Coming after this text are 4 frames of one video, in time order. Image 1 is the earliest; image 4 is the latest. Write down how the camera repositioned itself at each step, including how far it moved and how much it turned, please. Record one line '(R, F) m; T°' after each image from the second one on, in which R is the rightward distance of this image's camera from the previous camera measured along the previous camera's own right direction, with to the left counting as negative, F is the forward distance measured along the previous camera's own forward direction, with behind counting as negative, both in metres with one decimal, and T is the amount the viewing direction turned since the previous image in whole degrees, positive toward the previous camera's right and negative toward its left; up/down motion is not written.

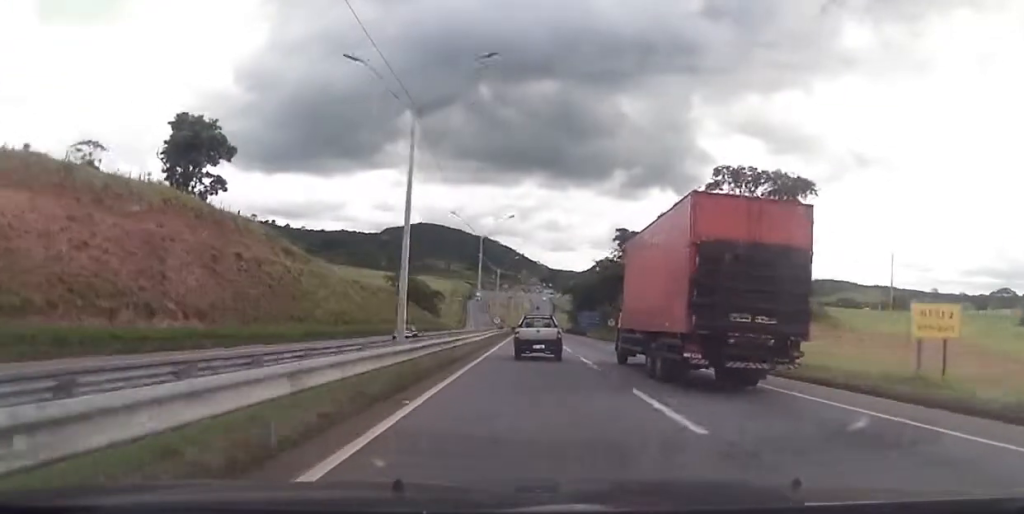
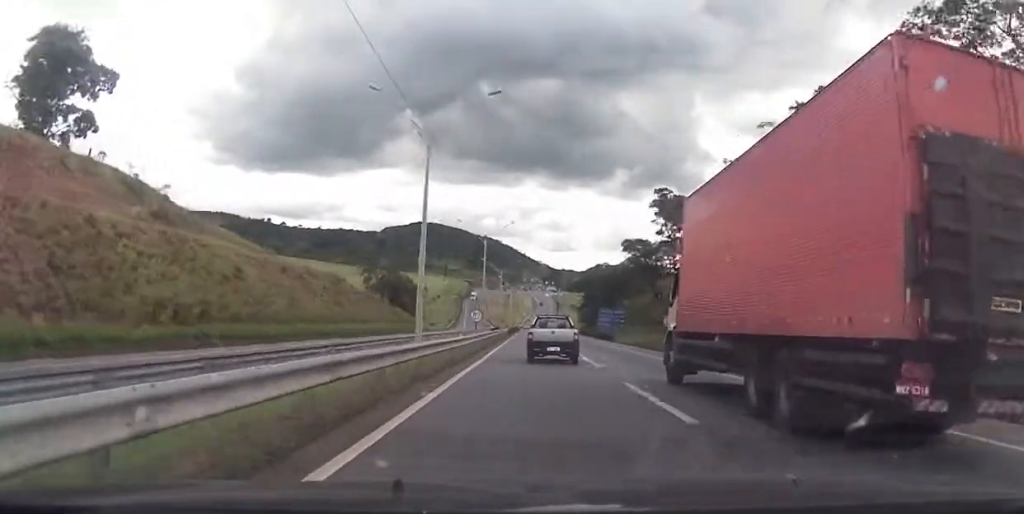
(0.0, +35.1) m; 0°
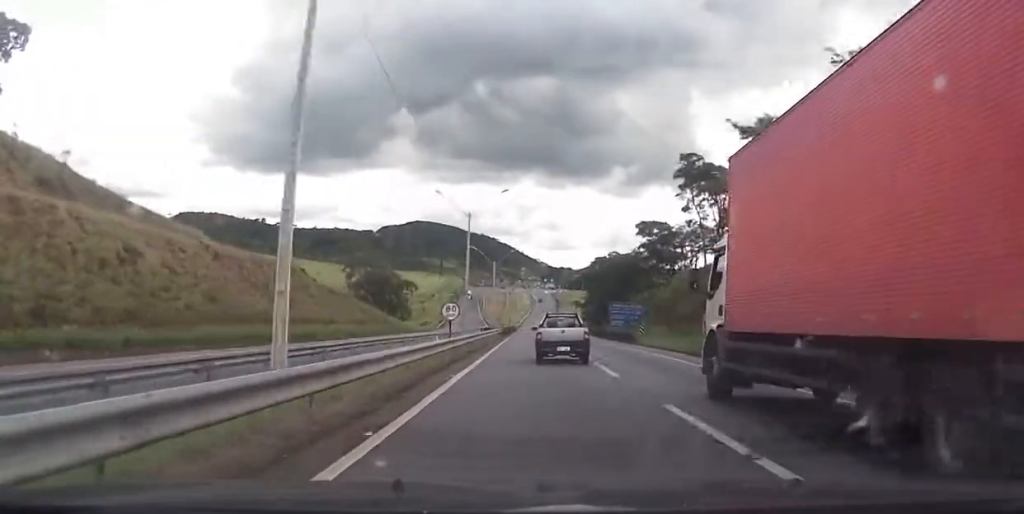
(0.0, +16.1) m; 0°
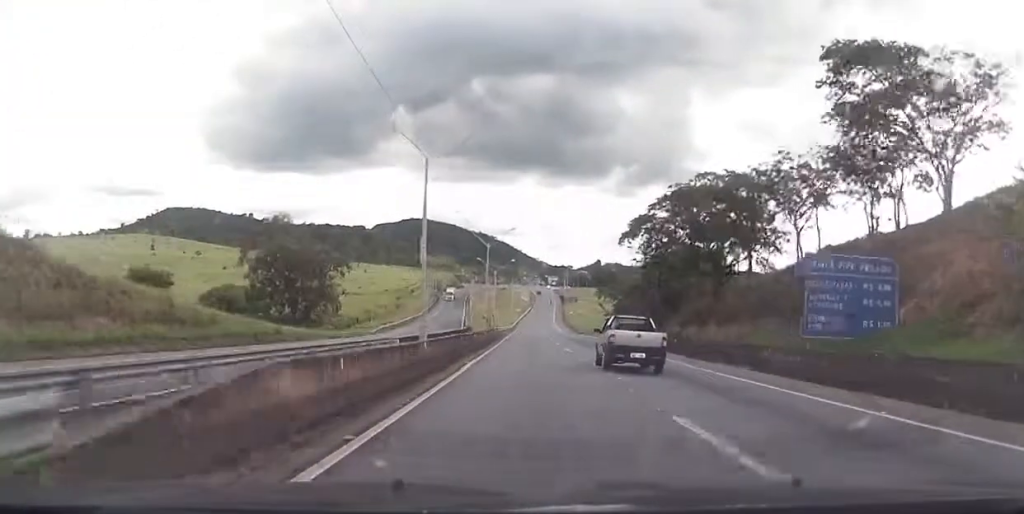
(0.0, +60.8) m; 0°
